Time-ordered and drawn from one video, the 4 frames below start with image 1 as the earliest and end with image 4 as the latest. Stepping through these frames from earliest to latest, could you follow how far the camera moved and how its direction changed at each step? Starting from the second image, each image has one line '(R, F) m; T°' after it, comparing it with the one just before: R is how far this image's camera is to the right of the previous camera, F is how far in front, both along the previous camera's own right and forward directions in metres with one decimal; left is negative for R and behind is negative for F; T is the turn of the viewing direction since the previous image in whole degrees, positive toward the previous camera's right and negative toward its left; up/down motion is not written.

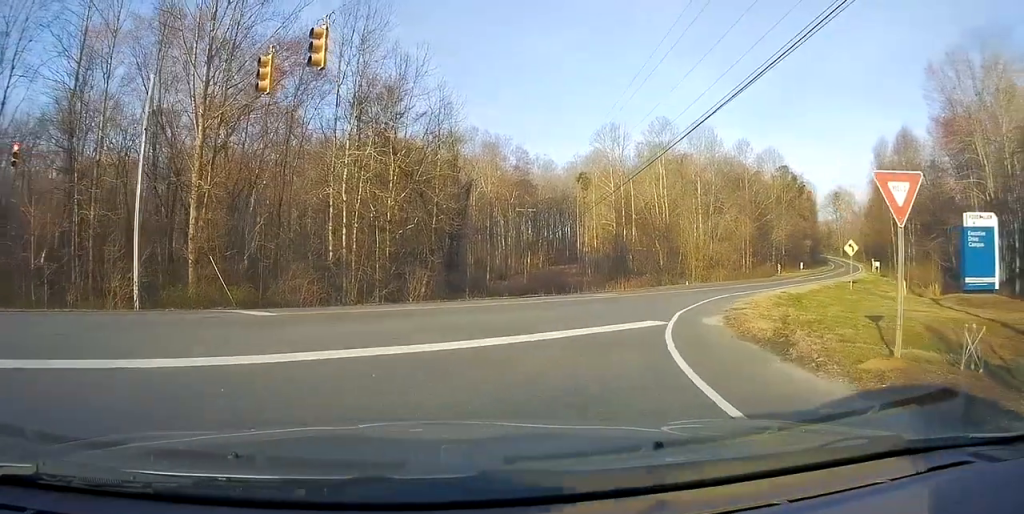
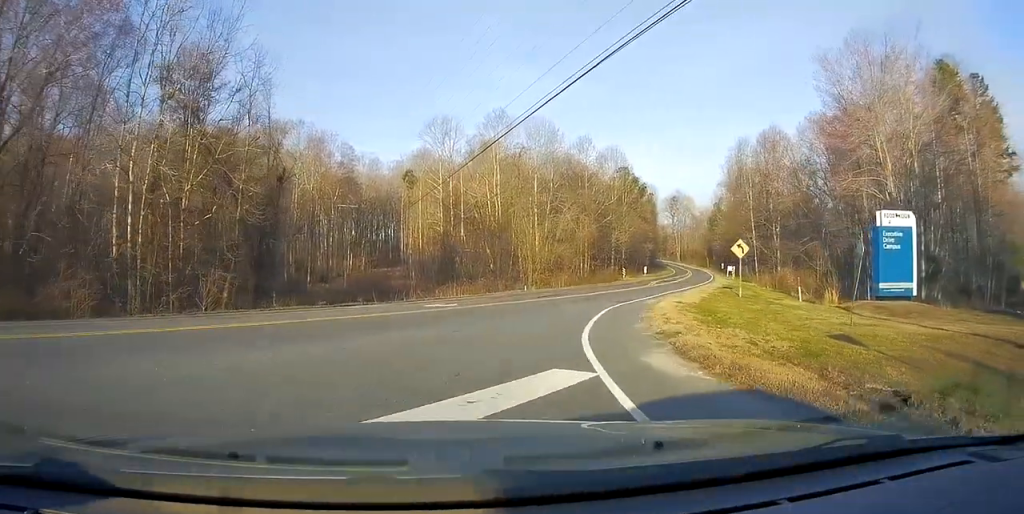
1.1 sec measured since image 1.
(+1.1, +5.3) m; +19°
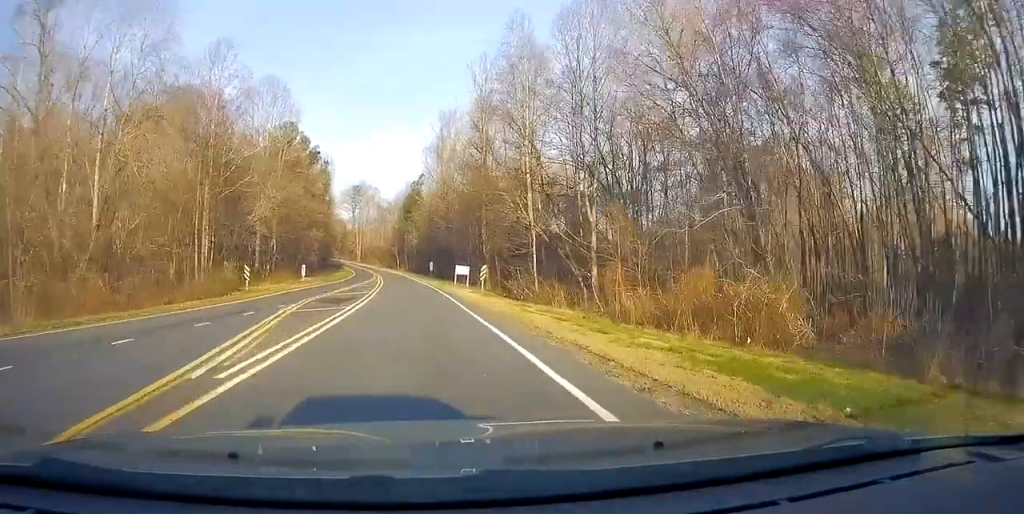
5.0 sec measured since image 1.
(+12.1, +38.3) m; +23°
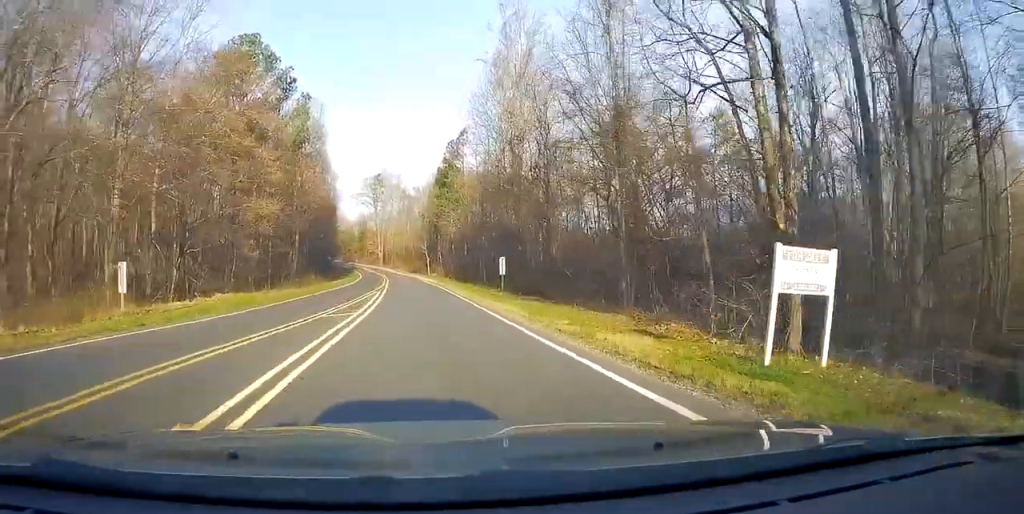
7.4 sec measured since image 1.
(-0.5, +42.2) m; -2°
